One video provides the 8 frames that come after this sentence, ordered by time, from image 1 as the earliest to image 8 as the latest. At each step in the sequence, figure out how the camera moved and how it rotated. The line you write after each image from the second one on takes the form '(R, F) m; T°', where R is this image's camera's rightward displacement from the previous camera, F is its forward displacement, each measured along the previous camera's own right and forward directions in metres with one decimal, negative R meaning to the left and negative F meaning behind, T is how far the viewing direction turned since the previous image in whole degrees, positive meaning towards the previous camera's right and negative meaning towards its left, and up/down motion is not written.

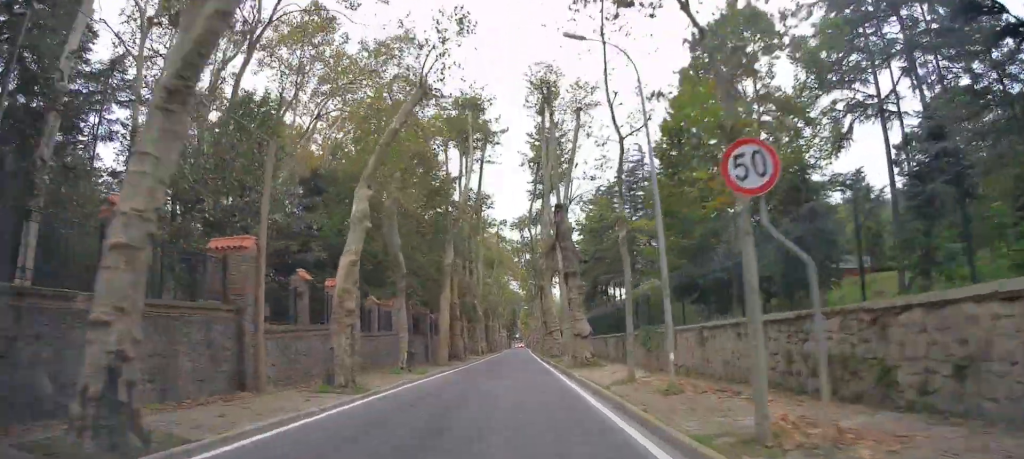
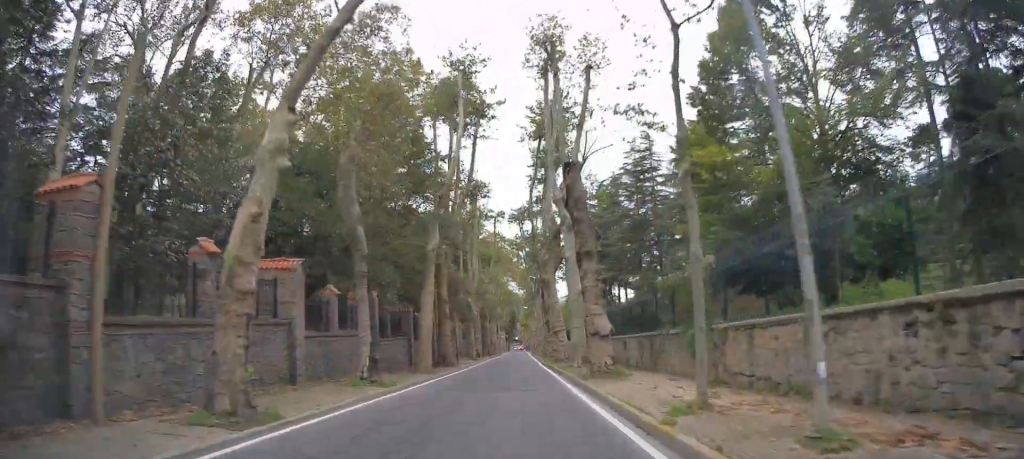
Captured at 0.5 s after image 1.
(0.0, +6.4) m; 0°
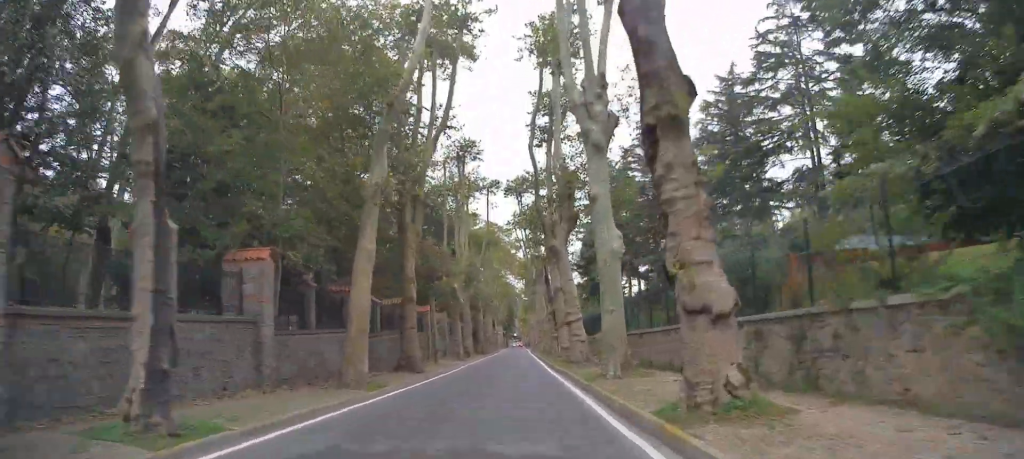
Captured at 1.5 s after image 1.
(+0.2, +12.2) m; 0°
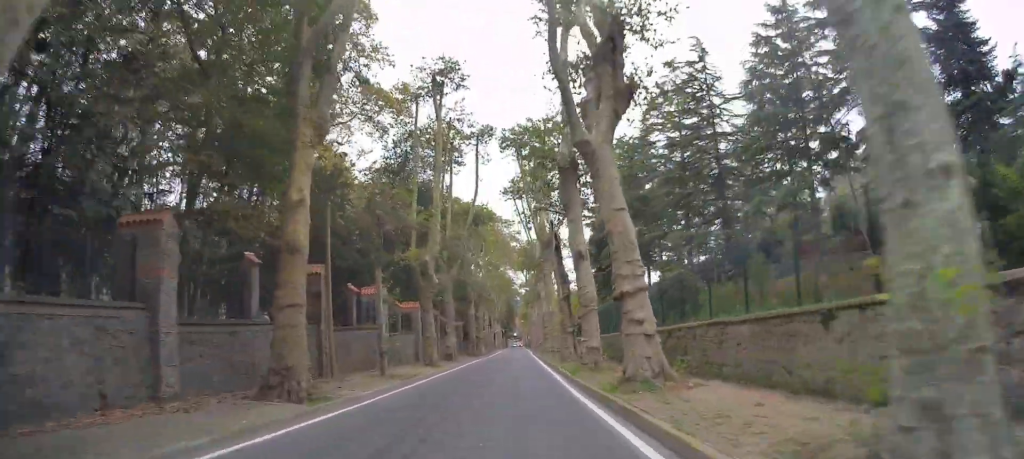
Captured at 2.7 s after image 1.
(-0.2, +15.3) m; -1°
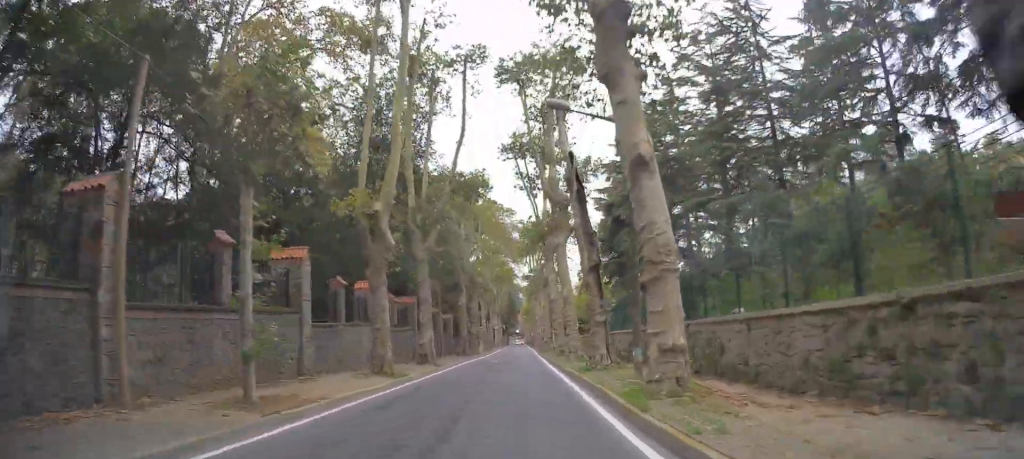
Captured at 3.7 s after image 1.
(-0.1, +12.7) m; -2°
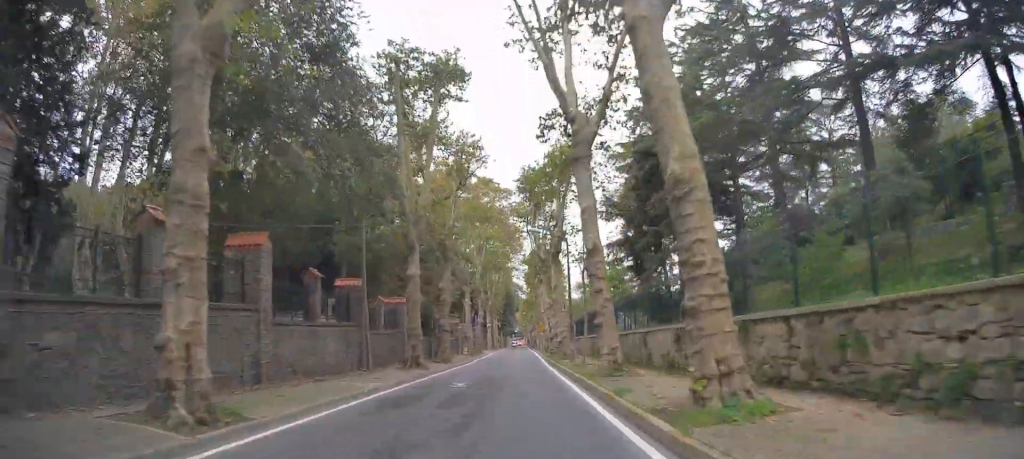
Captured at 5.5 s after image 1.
(-0.1, +24.8) m; +1°
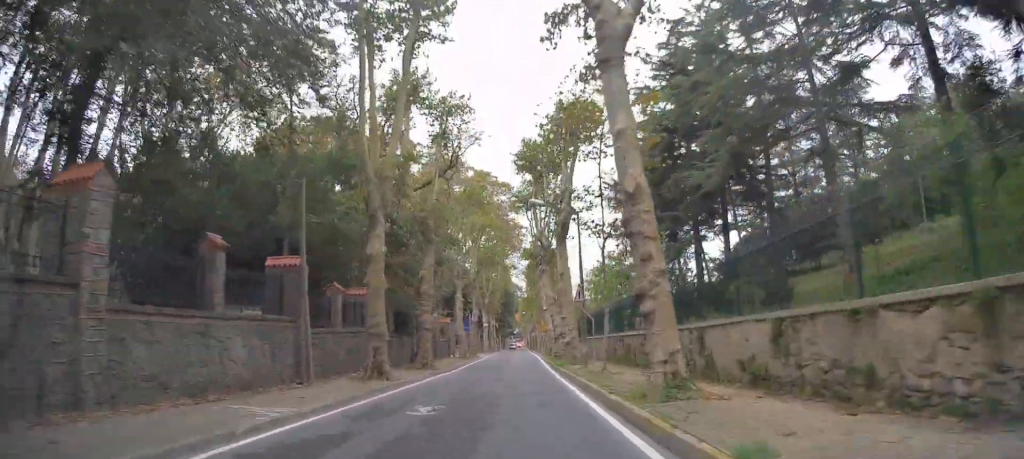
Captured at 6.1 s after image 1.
(+0.3, +7.7) m; 0°
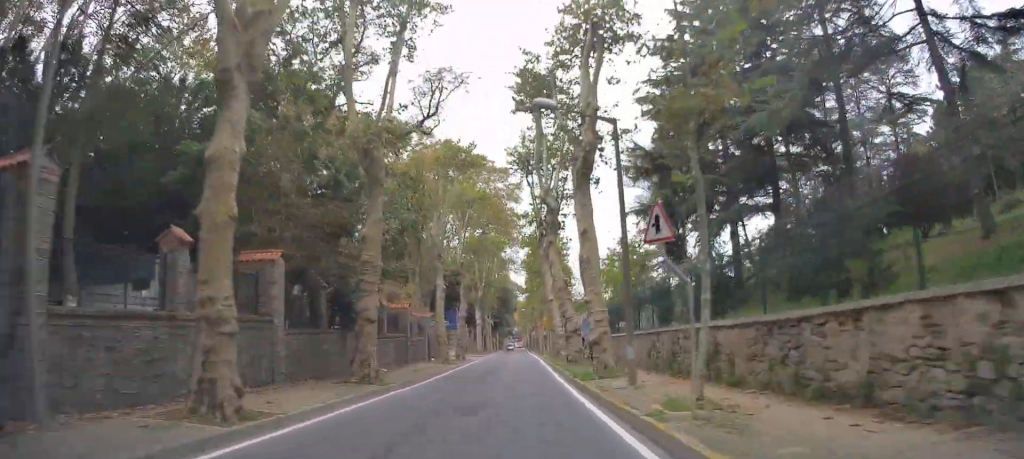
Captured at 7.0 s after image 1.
(-0.2, +12.3) m; 0°
